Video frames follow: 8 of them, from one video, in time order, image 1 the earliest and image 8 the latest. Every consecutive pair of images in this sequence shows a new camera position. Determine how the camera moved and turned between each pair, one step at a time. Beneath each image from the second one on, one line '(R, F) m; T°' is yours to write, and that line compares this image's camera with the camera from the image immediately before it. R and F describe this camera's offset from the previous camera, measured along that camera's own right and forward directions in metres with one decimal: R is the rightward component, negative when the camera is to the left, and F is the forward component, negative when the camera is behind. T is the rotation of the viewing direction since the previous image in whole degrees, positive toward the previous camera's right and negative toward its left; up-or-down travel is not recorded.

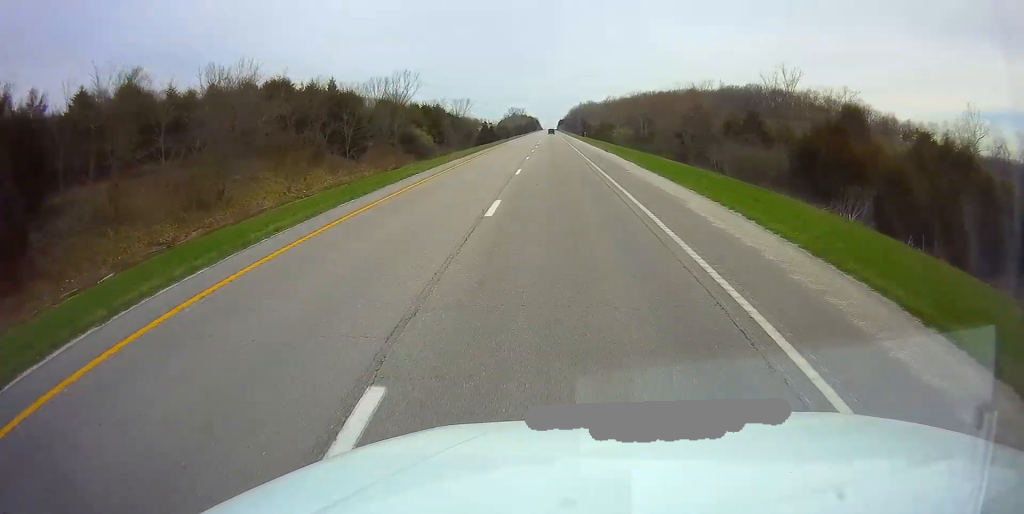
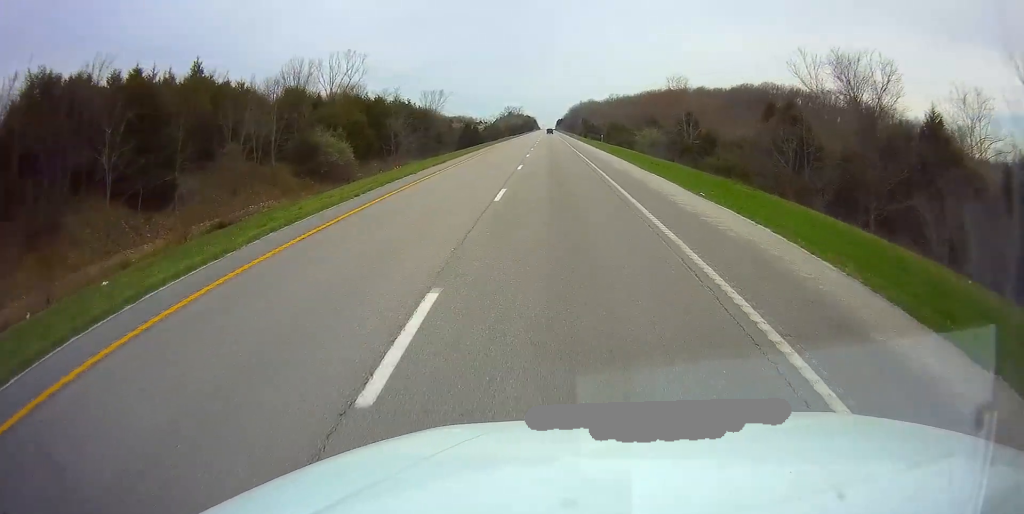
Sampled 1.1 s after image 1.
(0.0, +33.8) m; 0°
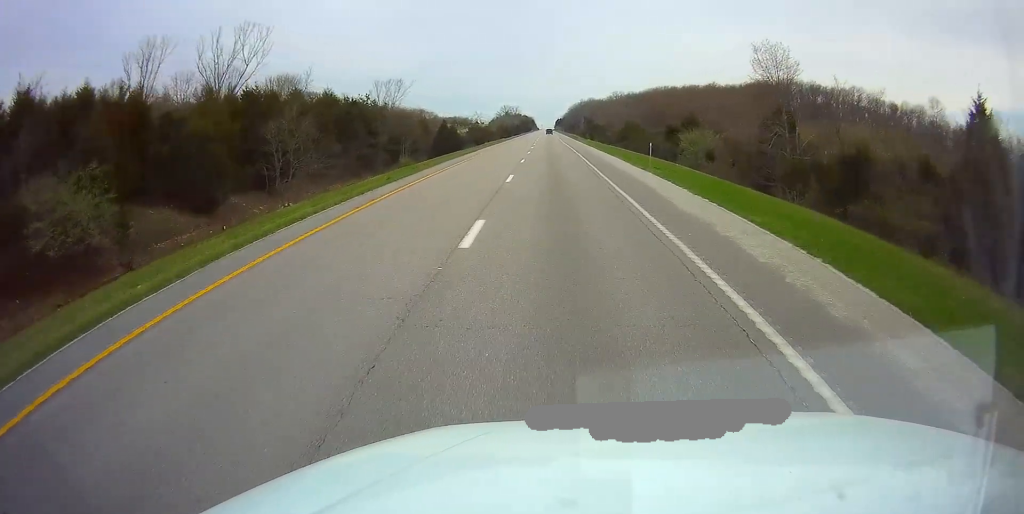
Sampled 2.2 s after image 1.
(0.0, +30.6) m; 0°
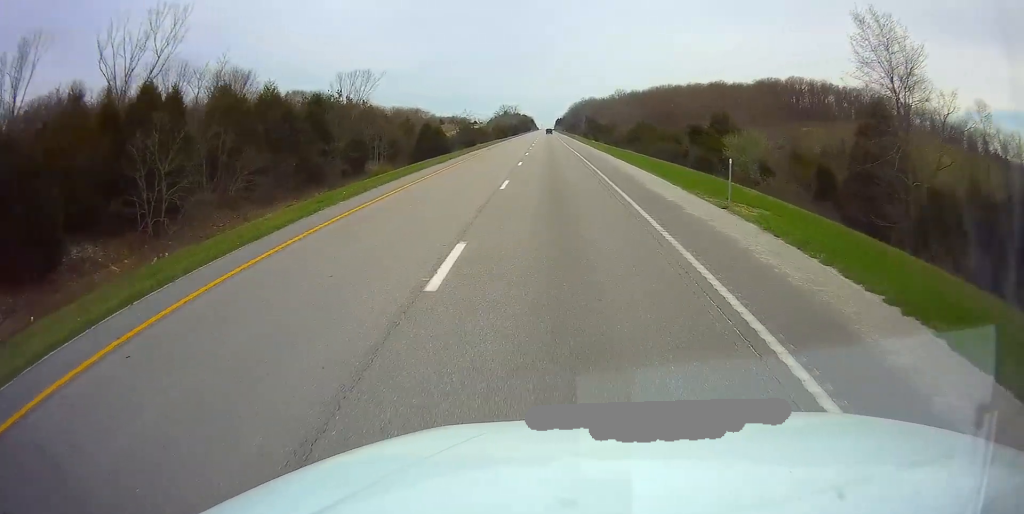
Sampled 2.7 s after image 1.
(0.0, +14.7) m; 0°
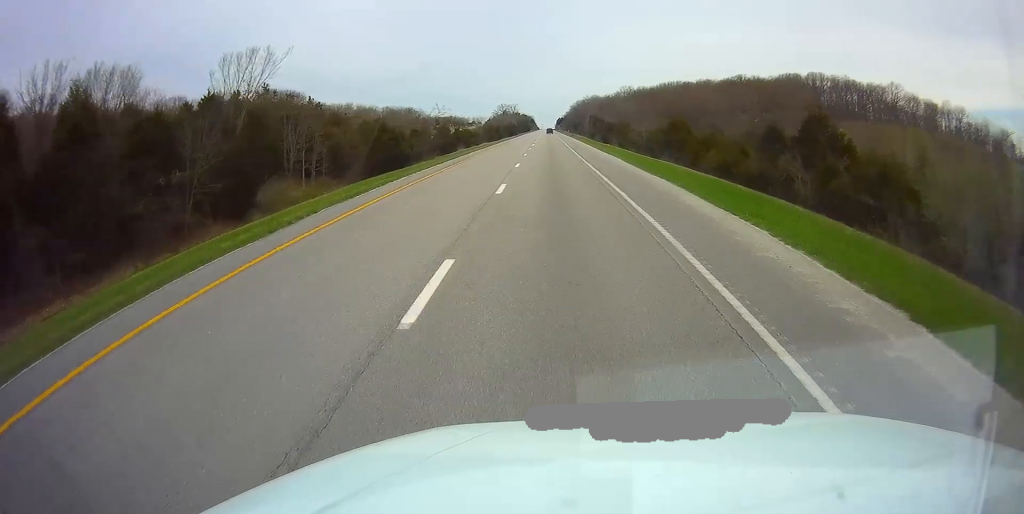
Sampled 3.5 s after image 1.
(0.0, +25.5) m; 0°
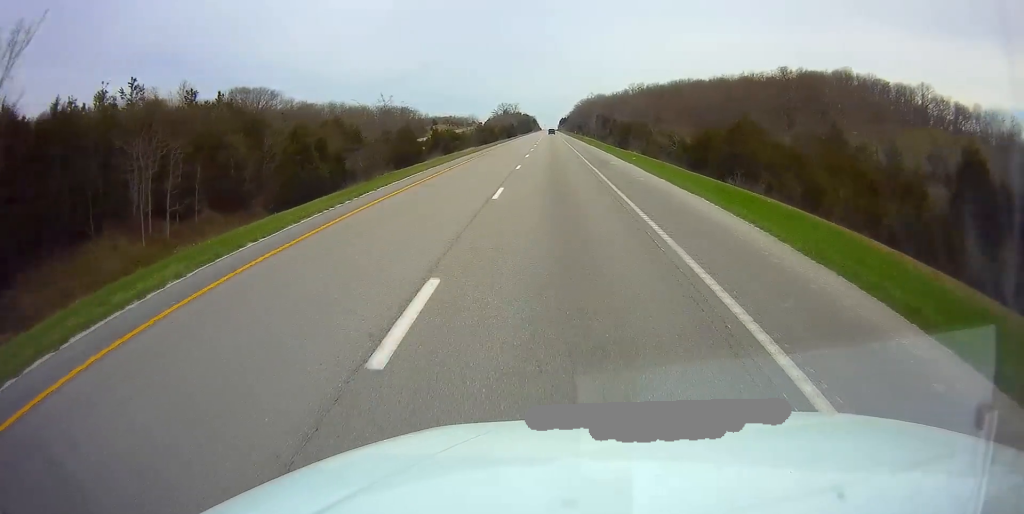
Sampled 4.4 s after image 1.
(-0.2, +25.4) m; 0°
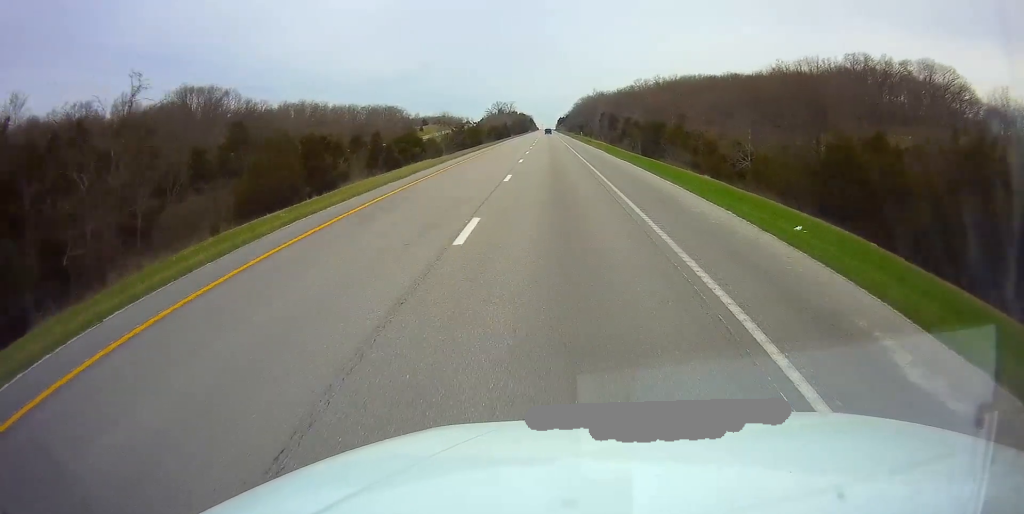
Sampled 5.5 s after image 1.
(+0.3, +31.3) m; 0°
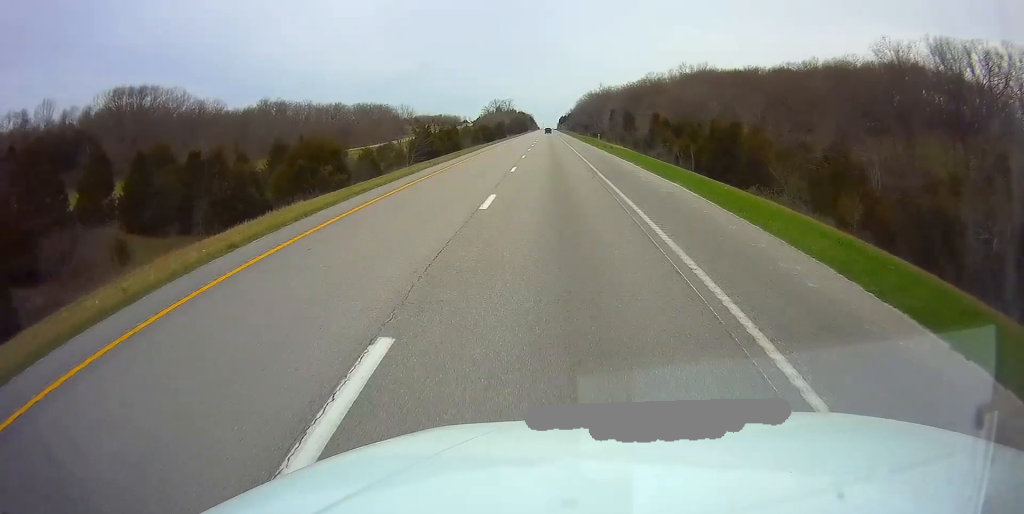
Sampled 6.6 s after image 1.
(0.0, +32.0) m; 0°
